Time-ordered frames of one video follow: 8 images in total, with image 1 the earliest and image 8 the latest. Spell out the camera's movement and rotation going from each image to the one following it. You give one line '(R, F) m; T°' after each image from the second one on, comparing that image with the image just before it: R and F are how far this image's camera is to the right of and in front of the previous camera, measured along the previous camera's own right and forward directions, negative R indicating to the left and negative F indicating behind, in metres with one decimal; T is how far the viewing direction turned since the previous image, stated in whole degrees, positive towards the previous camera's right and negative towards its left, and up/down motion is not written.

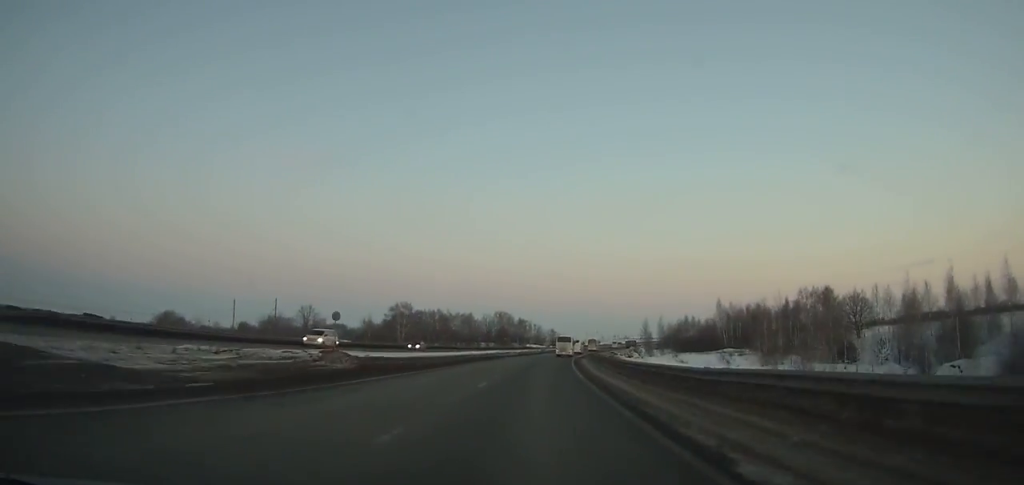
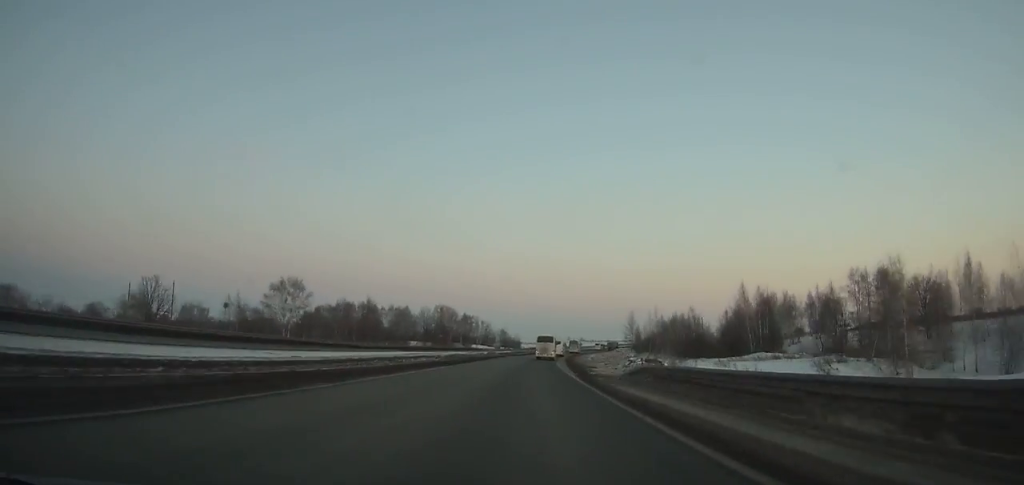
(+2.3, +51.2) m; +4°
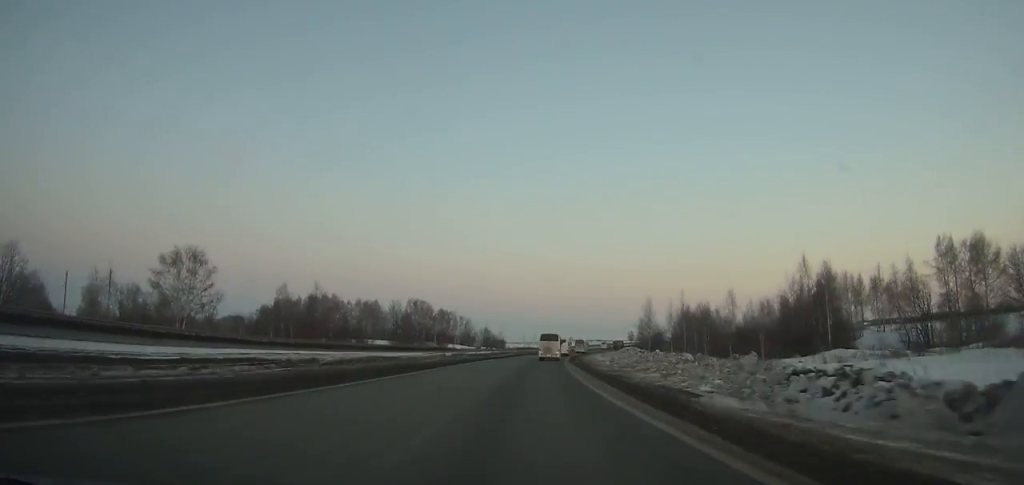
(+0.2, +34.1) m; +2°
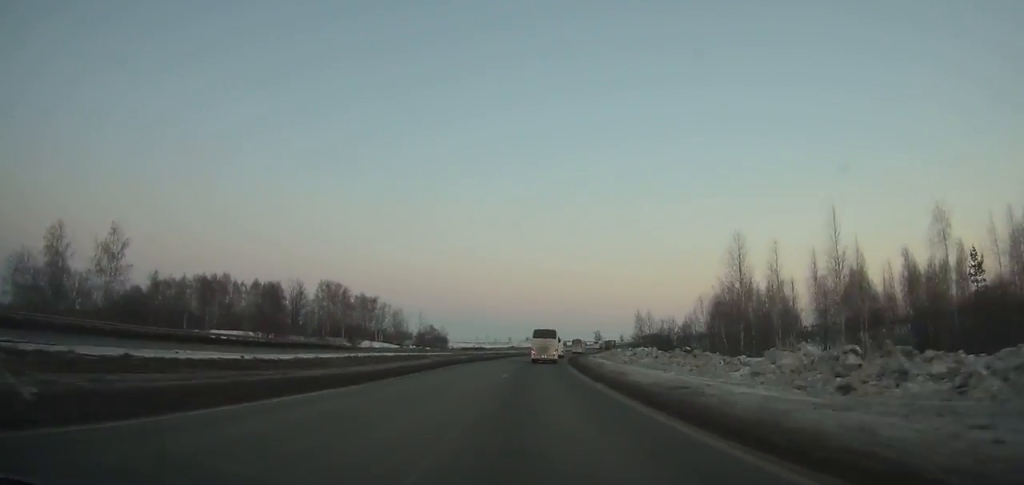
(+2.1, +60.9) m; +4°
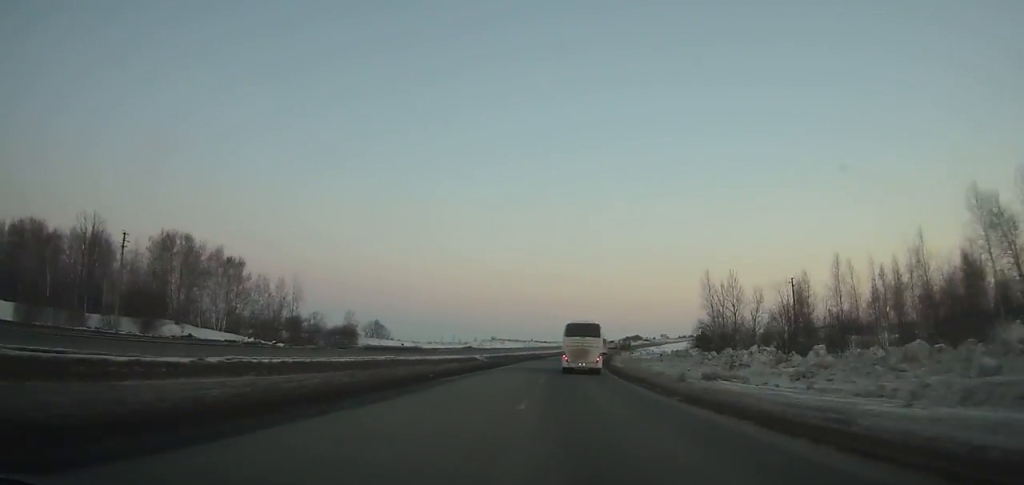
(+3.1, +73.7) m; +6°
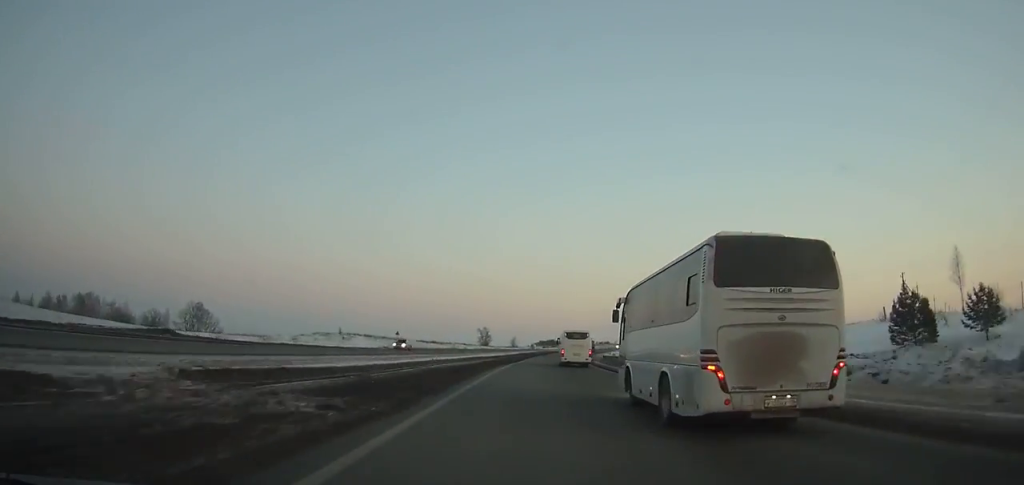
(+7.2, +102.4) m; +7°
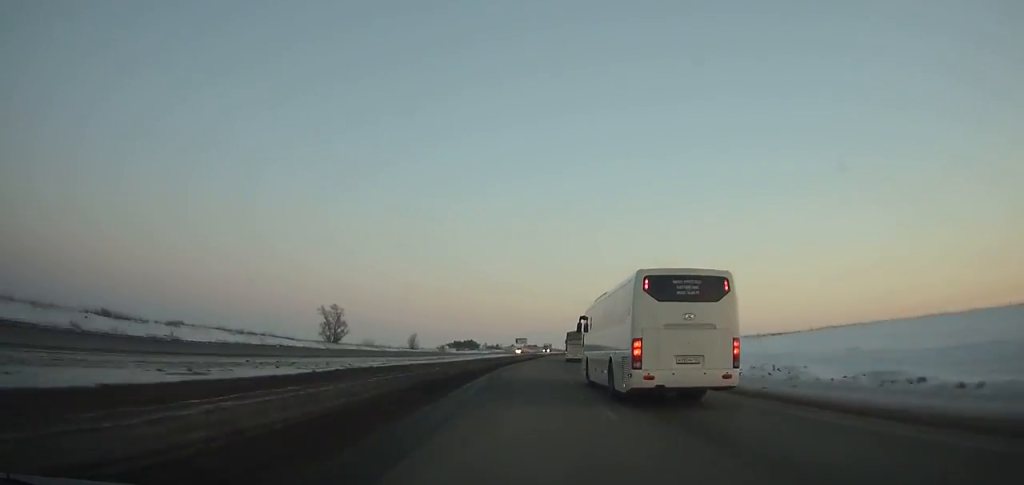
(+7.9, +125.0) m; +8°
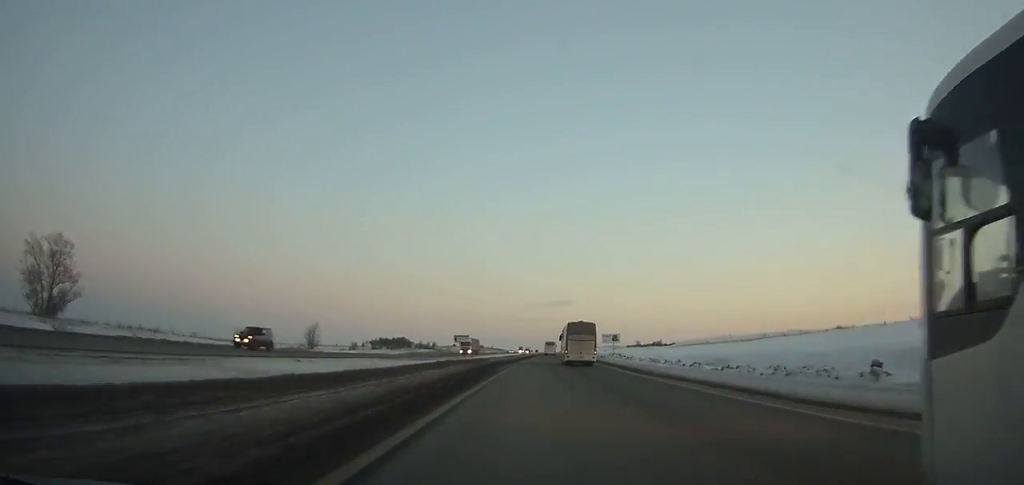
(+3.2, +72.5) m; +4°
